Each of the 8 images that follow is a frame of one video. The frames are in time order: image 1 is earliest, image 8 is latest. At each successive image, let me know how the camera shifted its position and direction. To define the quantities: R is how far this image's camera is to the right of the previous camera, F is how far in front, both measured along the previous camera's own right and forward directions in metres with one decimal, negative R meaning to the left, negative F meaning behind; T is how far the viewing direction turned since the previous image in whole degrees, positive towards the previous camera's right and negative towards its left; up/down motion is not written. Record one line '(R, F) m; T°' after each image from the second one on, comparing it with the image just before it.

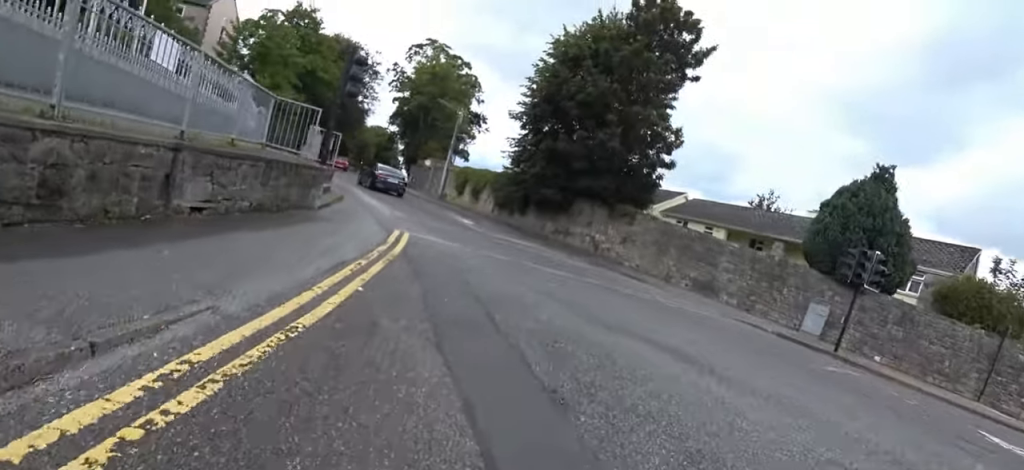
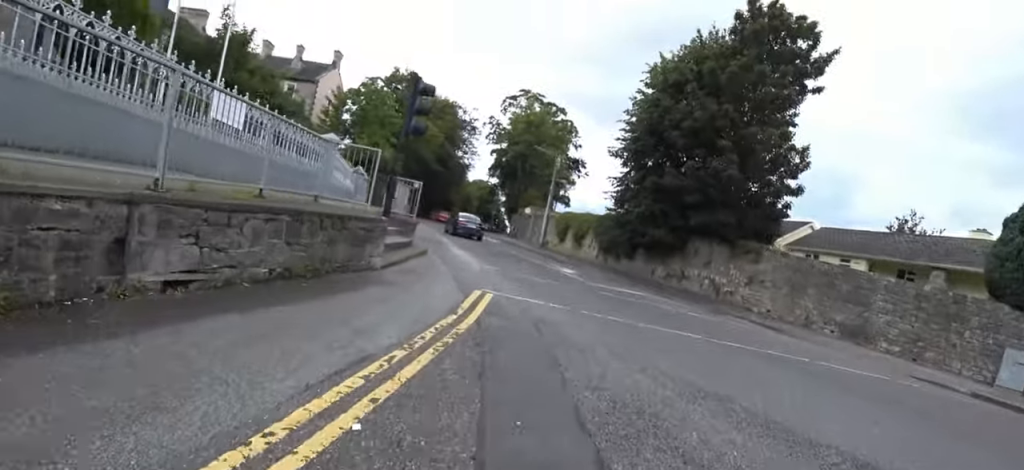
(+0.1, +2.0) m; -14°
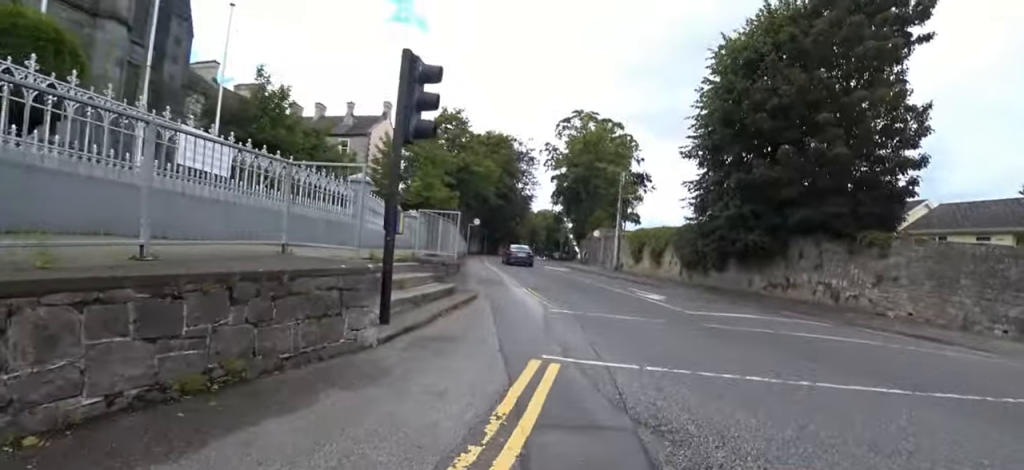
(0.0, +2.4) m; -18°
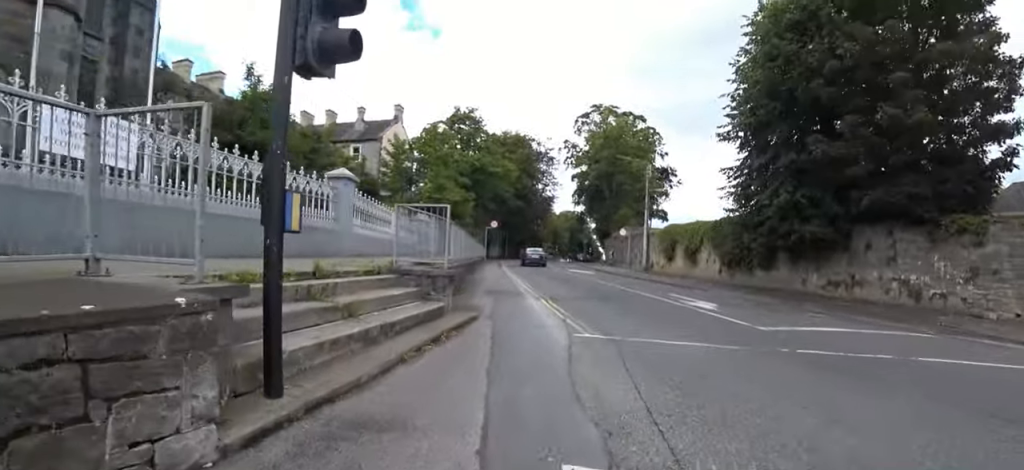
(-1.0, +2.4) m; -16°
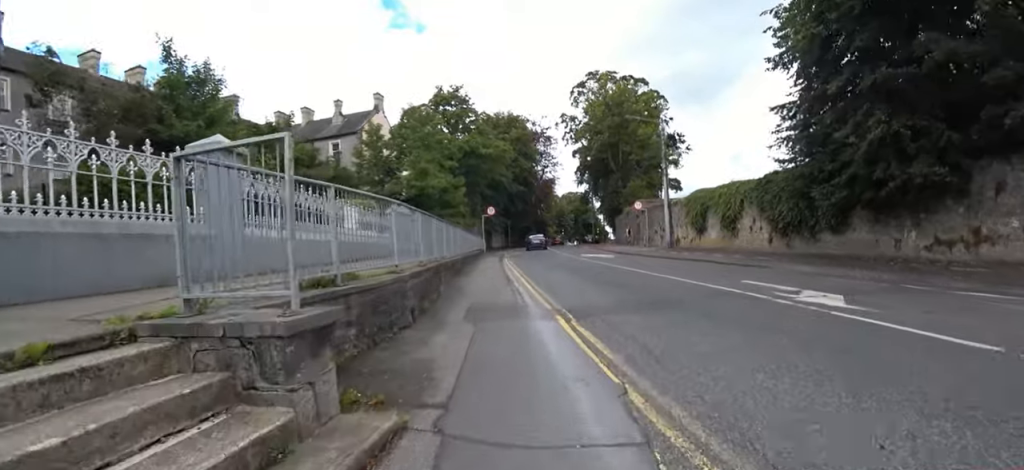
(-0.5, +4.6) m; -13°
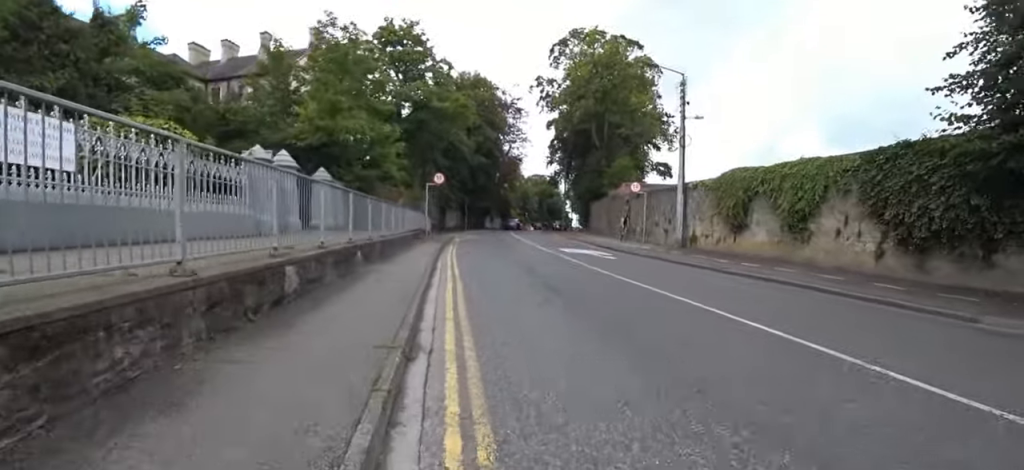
(-0.3, +8.1) m; -1°
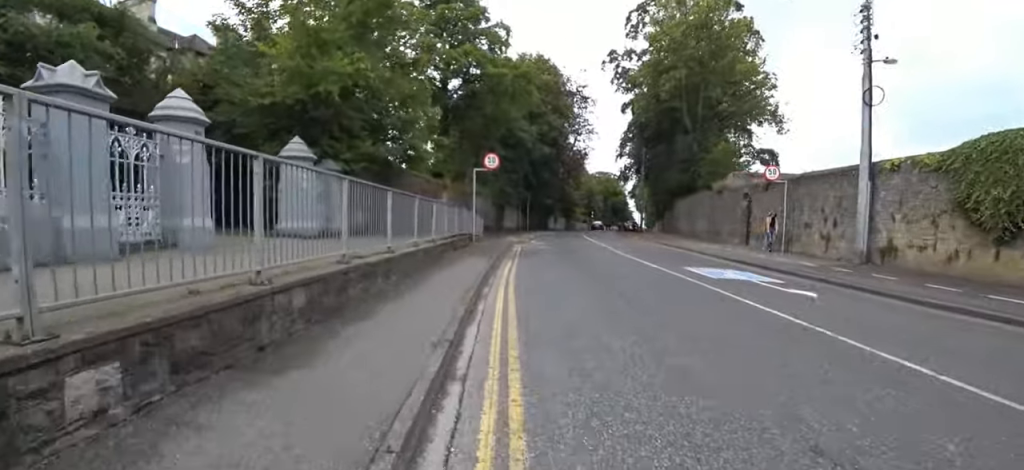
(-0.2, +7.1) m; -2°
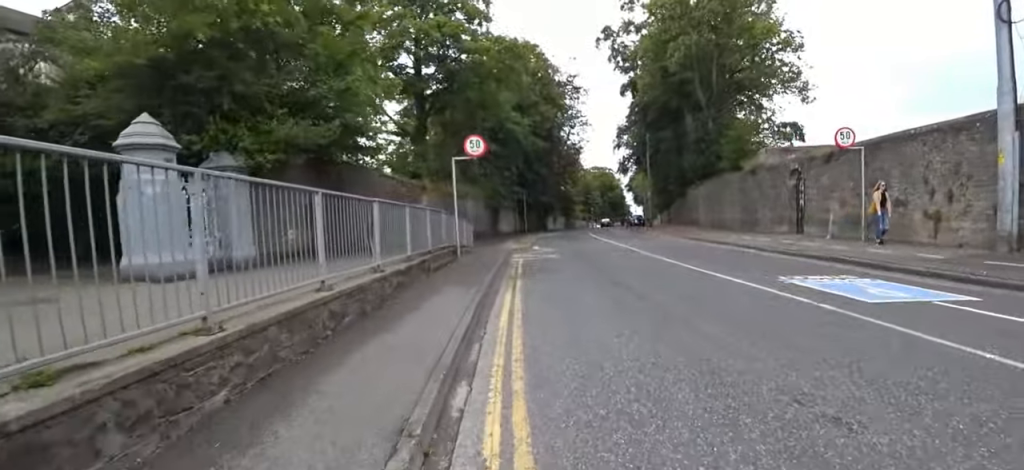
(+0.1, +4.4) m; -8°
